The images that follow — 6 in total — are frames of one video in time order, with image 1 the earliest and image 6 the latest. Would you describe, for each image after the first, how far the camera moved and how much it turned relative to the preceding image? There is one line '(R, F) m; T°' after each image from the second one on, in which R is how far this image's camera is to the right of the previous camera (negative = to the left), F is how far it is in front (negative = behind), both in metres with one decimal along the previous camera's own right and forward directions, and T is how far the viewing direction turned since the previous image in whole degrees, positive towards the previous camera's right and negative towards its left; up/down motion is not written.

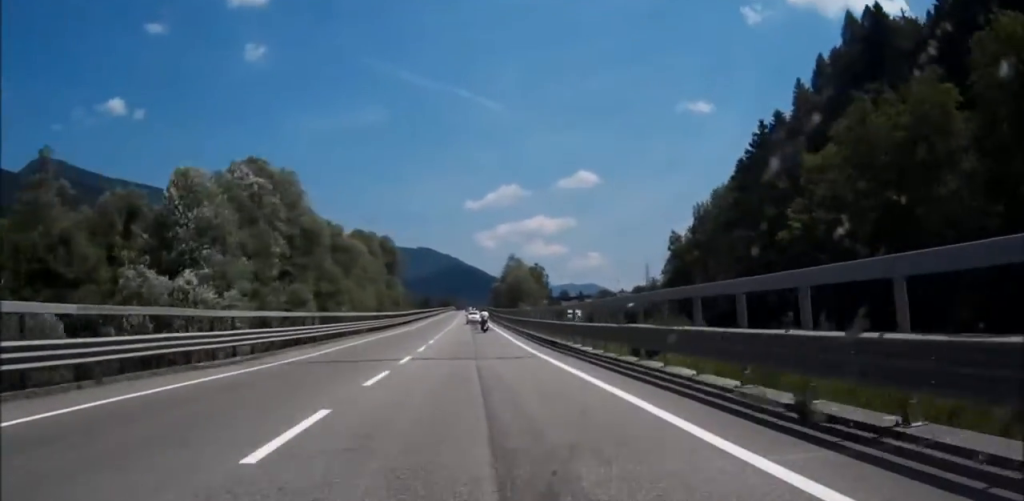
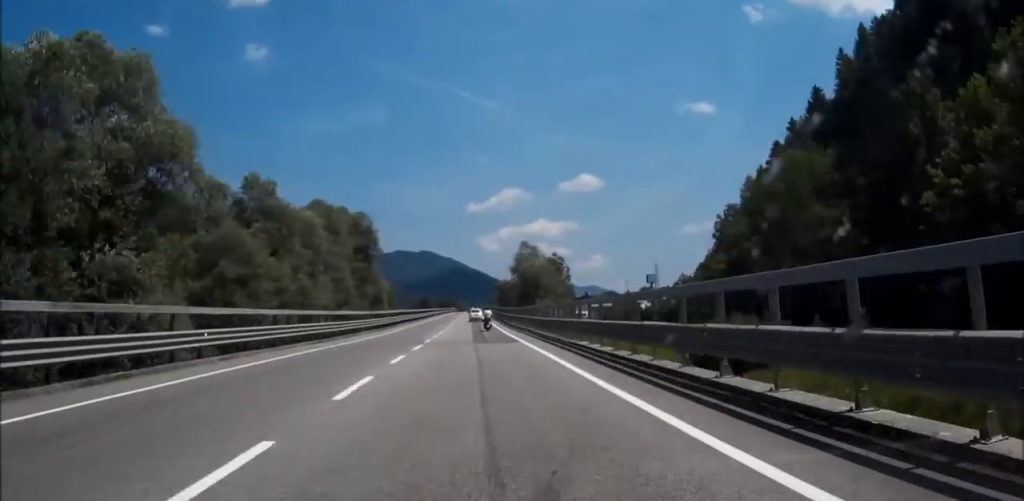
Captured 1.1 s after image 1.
(+0.2, +23.8) m; 0°
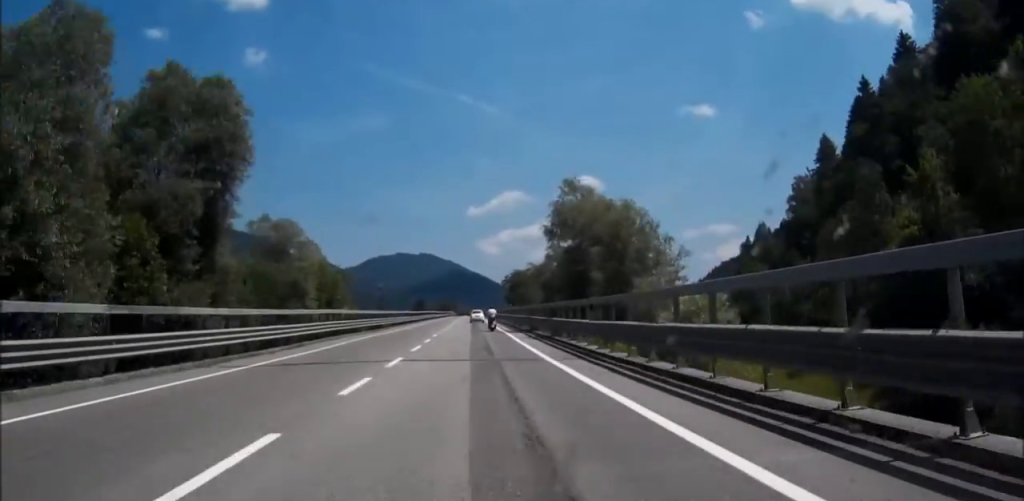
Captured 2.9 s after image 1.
(+0.3, +40.1) m; 0°
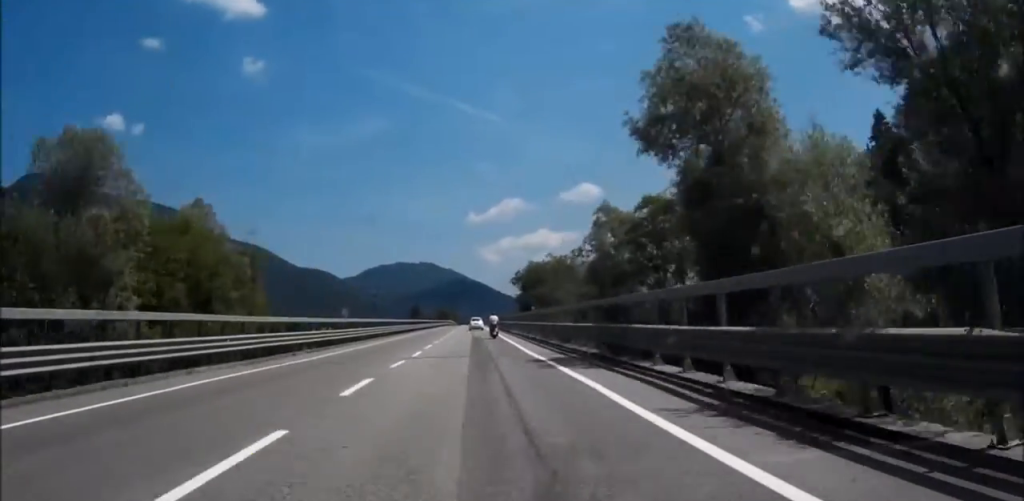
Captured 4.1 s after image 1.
(+0.1, +24.6) m; -1°
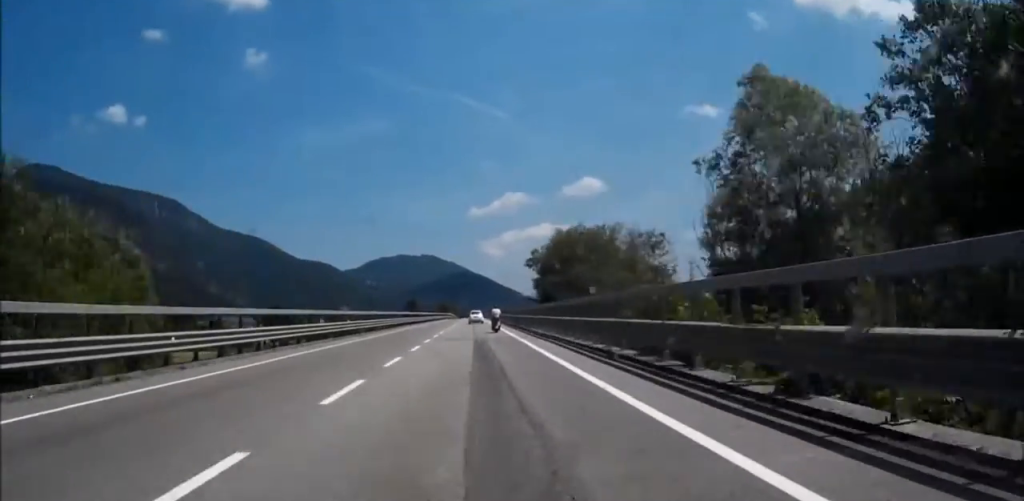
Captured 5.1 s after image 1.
(-0.2, +19.4) m; 0°
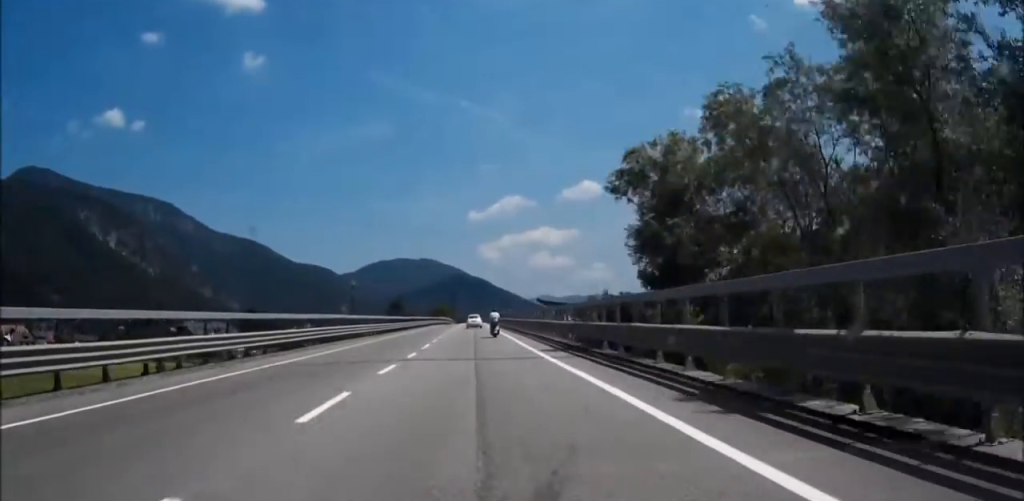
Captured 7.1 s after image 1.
(-0.3, +38.0) m; 0°
